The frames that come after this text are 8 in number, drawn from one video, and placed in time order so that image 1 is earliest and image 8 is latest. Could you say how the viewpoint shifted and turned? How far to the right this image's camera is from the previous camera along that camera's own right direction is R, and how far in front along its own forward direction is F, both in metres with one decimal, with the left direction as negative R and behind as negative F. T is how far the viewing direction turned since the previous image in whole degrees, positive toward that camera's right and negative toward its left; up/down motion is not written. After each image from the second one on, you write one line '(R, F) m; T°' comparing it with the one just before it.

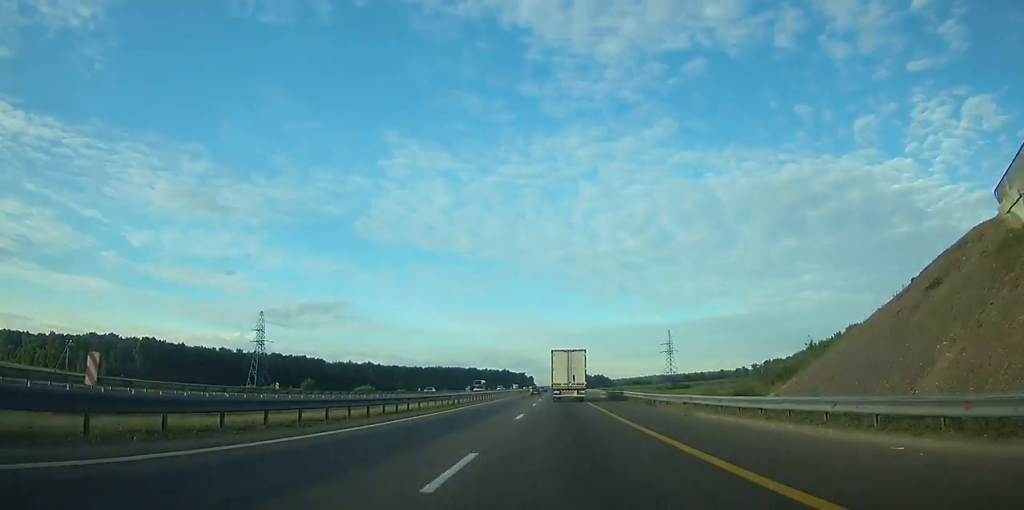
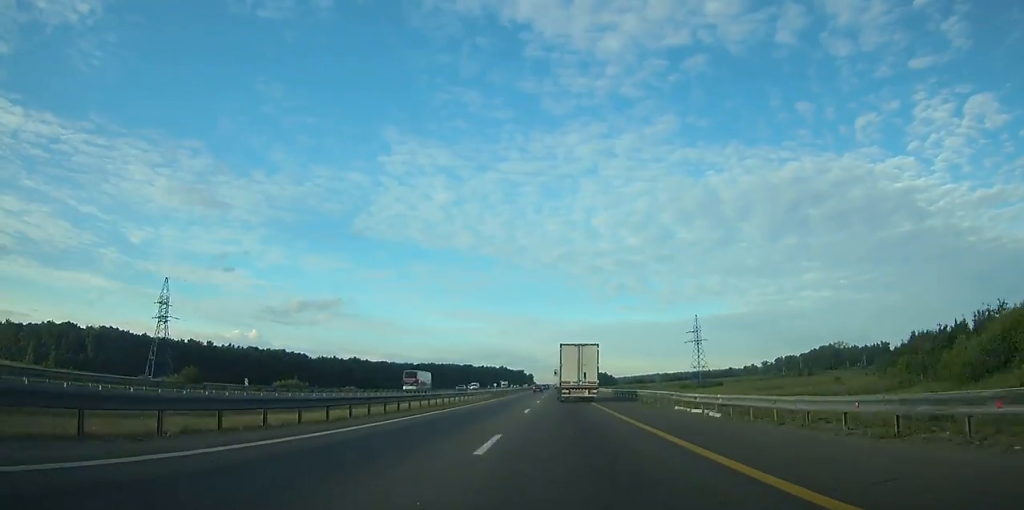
(+0.9, +43.5) m; 0°
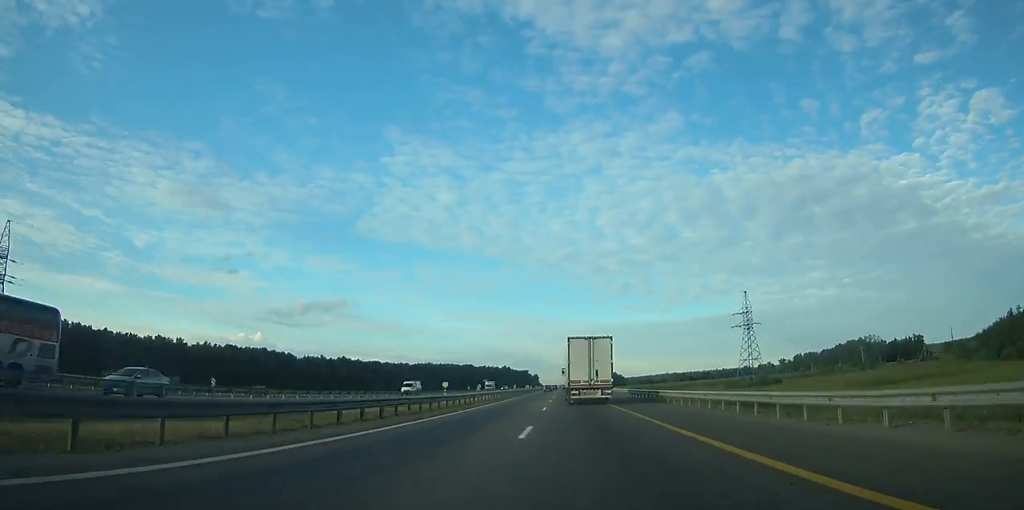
(0.0, +48.8) m; 0°
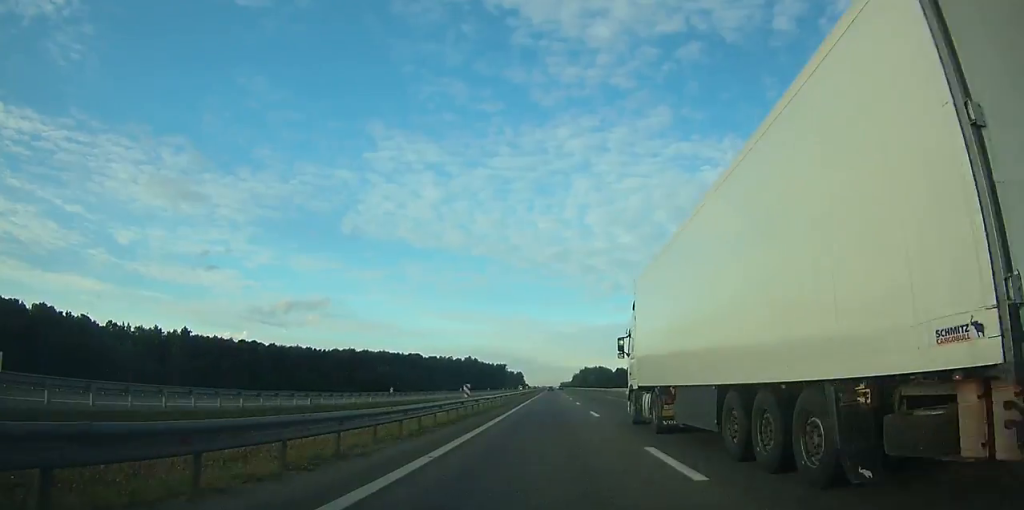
(+0.6, +234.7) m; +1°
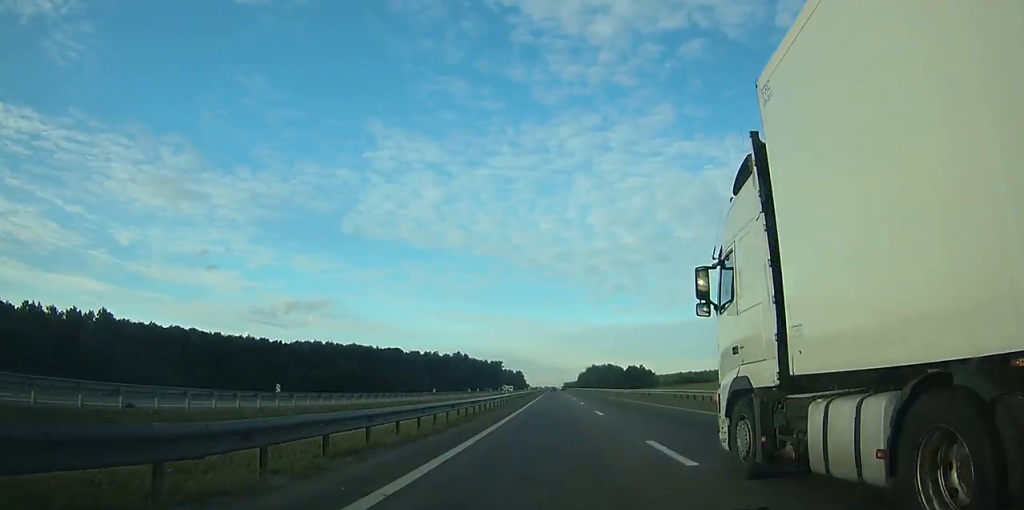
(+0.1, +66.7) m; 0°
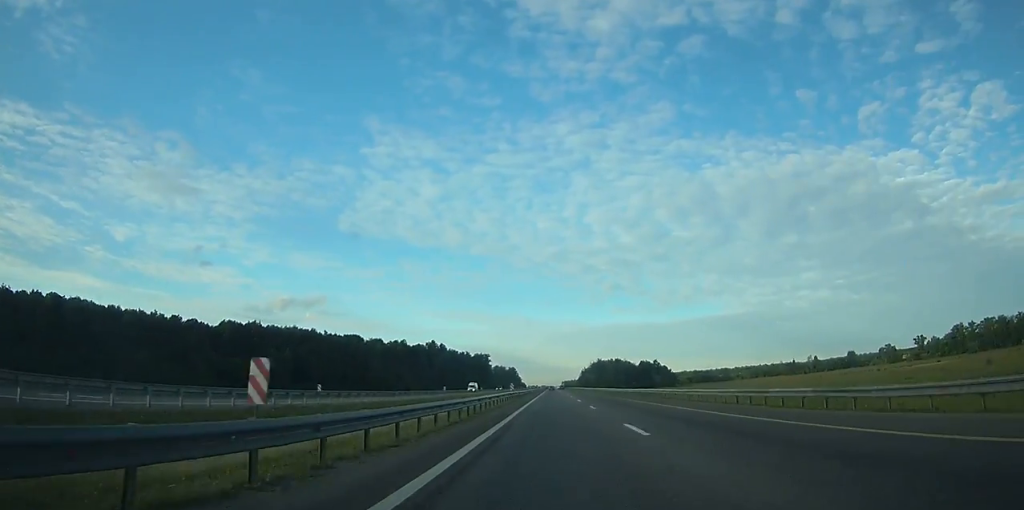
(0.0, +78.1) m; 0°
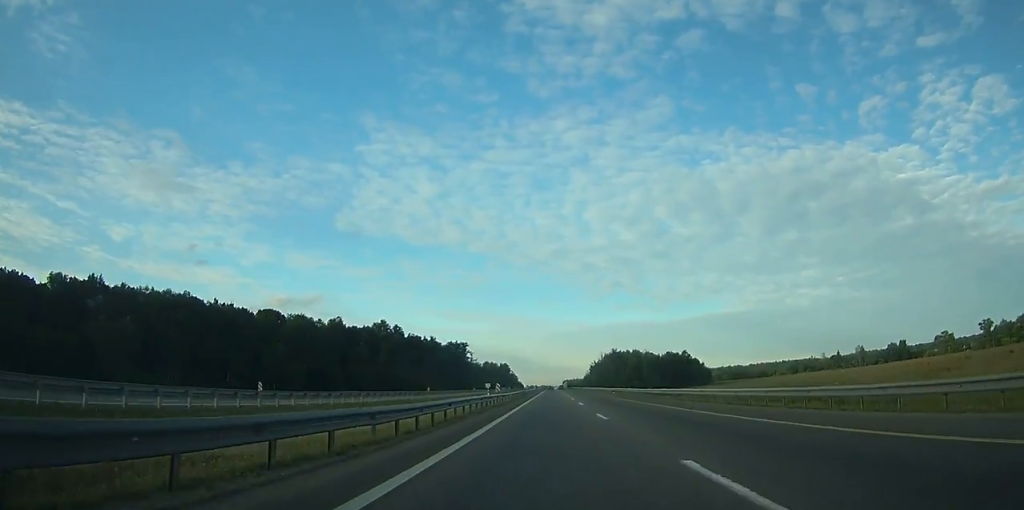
(0.0, +89.1) m; 0°
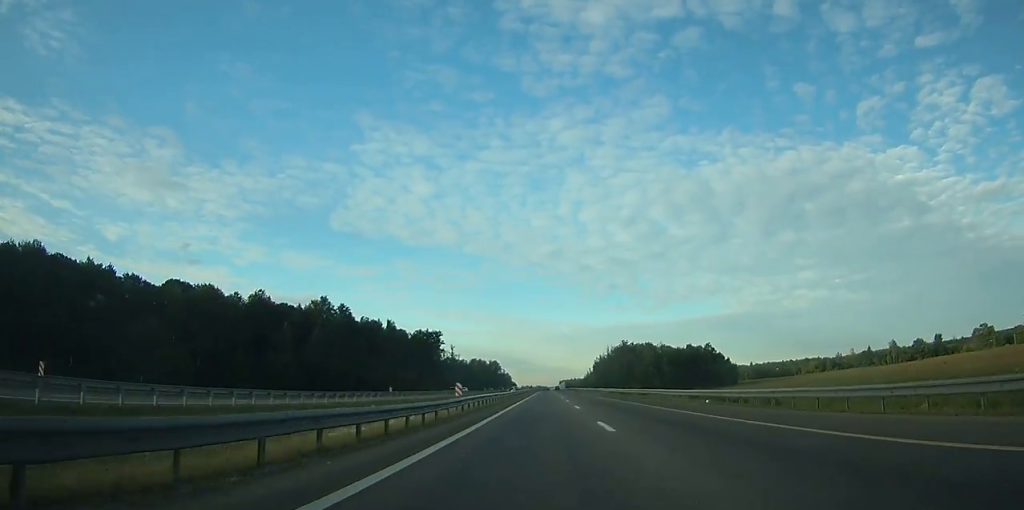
(-0.1, +55.3) m; 0°
